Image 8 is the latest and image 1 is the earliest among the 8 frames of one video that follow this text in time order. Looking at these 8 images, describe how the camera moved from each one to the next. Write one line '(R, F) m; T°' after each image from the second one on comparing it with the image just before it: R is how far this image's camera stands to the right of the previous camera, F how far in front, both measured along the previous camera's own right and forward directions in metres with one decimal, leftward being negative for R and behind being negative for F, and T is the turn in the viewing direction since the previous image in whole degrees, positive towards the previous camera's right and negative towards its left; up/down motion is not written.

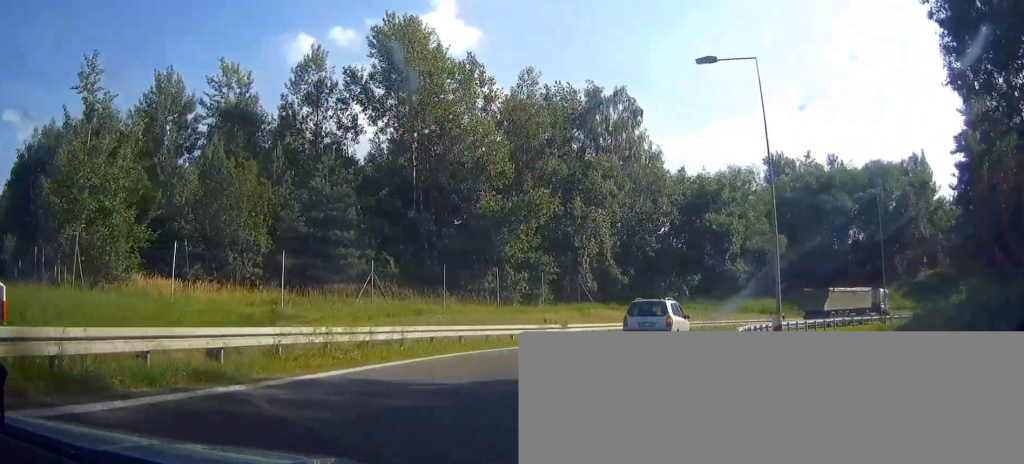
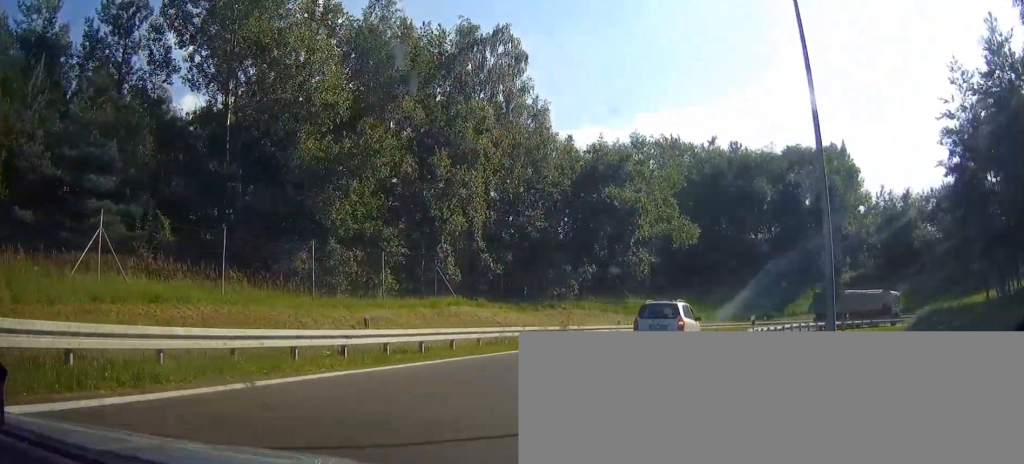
(+1.4, +12.6) m; +14°
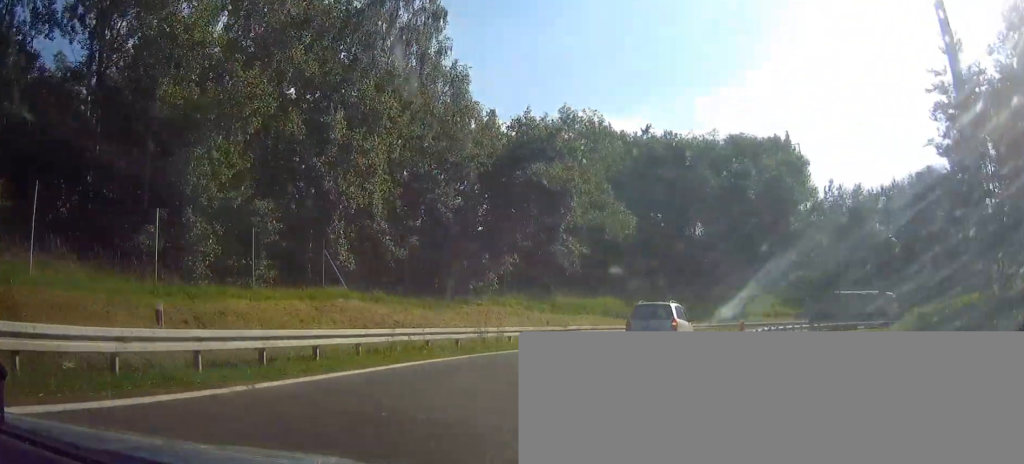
(+0.2, +6.3) m; +7°
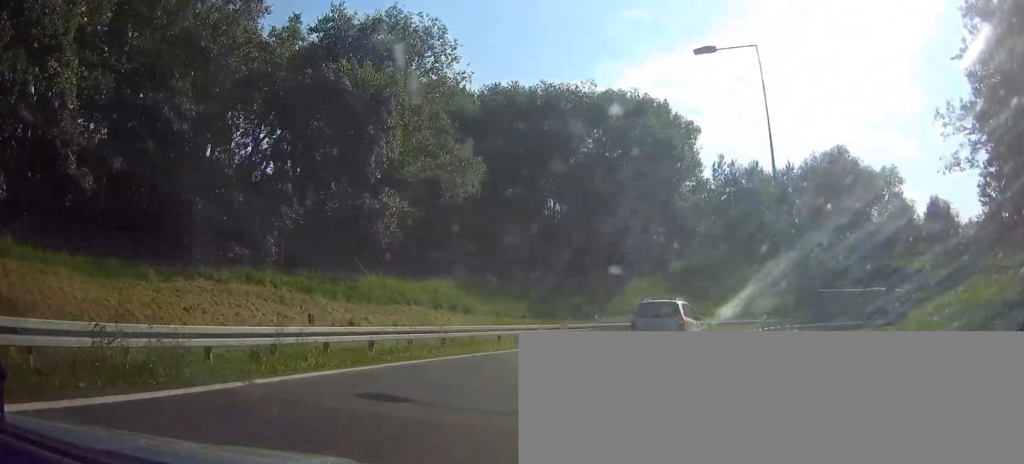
(+1.7, +14.0) m; +10°
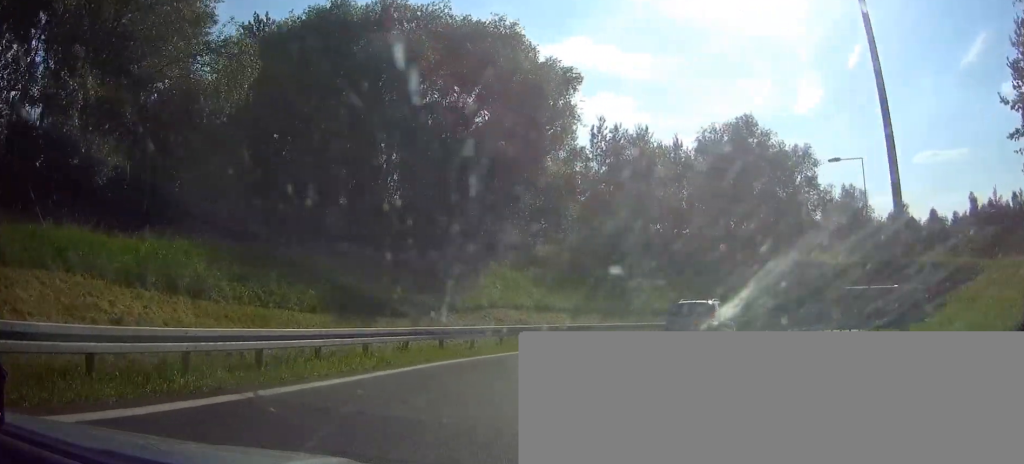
(+1.3, +13.5) m; +13°
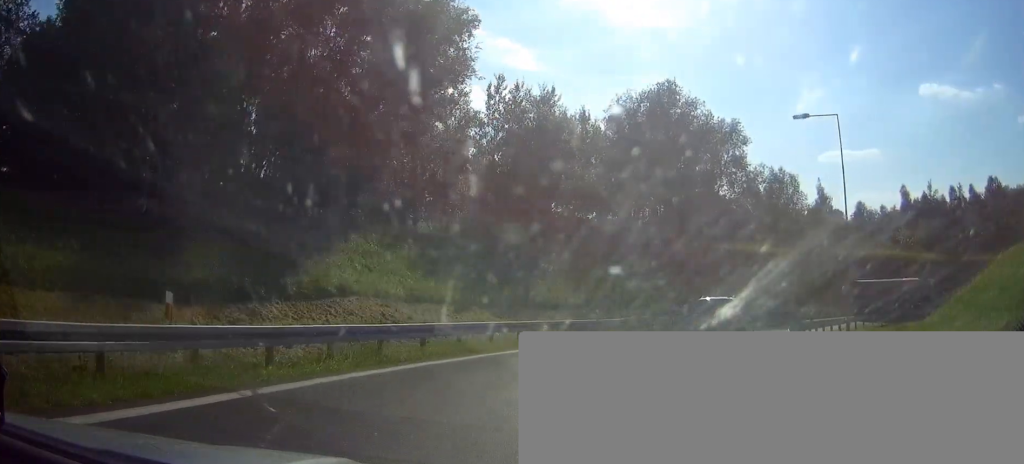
(+1.0, +9.0) m; +8°
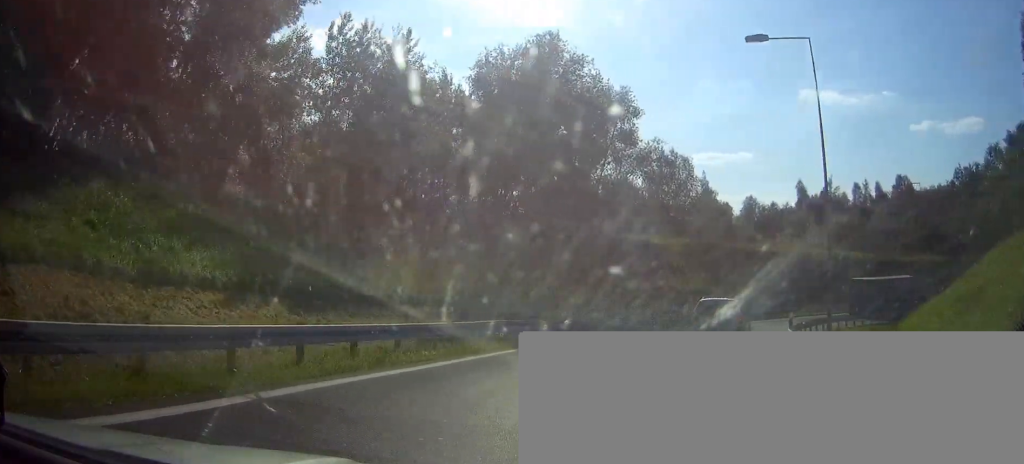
(-0.3, +10.5) m; +9°
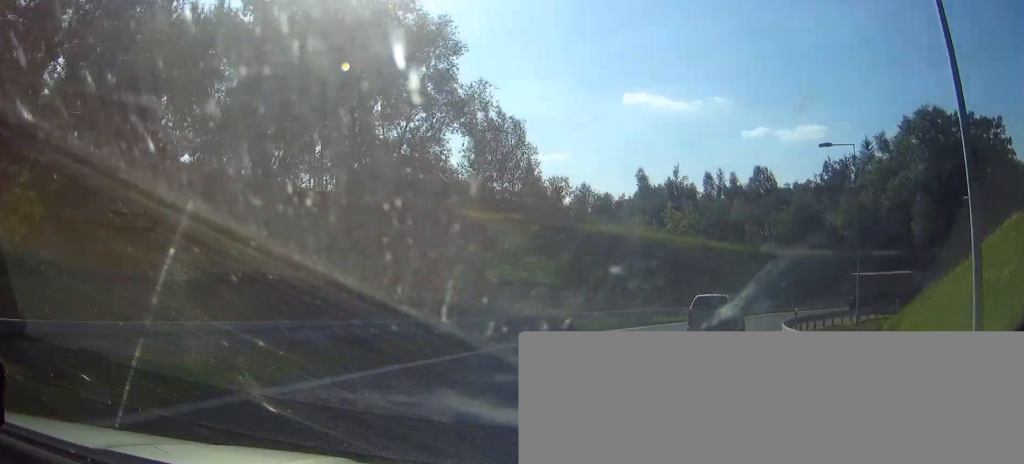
(+3.1, +14.8) m; +18°
